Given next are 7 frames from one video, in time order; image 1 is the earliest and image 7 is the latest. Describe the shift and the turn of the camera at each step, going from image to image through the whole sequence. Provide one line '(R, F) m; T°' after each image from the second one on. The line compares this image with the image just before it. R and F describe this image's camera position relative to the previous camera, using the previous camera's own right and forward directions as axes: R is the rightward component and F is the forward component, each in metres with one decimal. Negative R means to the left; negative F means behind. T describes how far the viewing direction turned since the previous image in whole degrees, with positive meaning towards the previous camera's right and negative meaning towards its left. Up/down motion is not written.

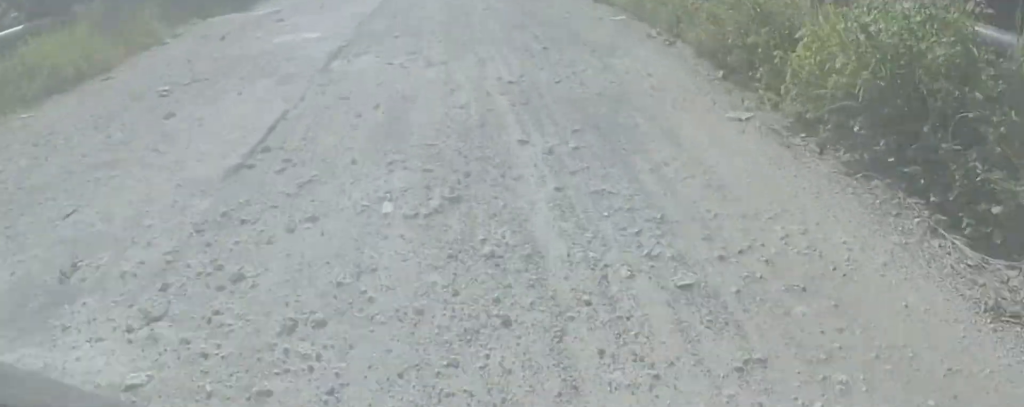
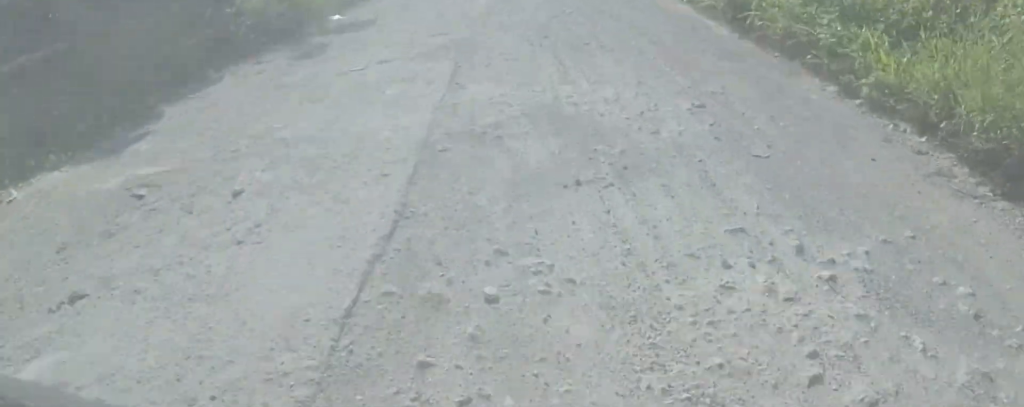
(+0.1, +5.5) m; +1°
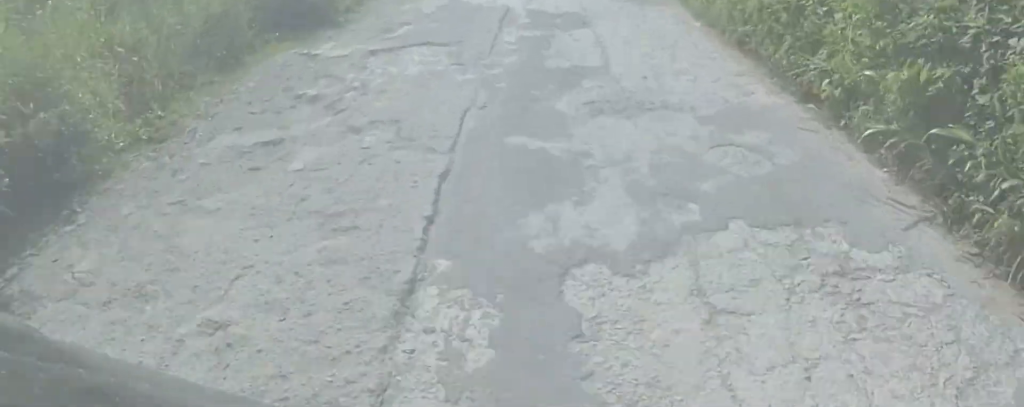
(0.0, +12.7) m; 0°
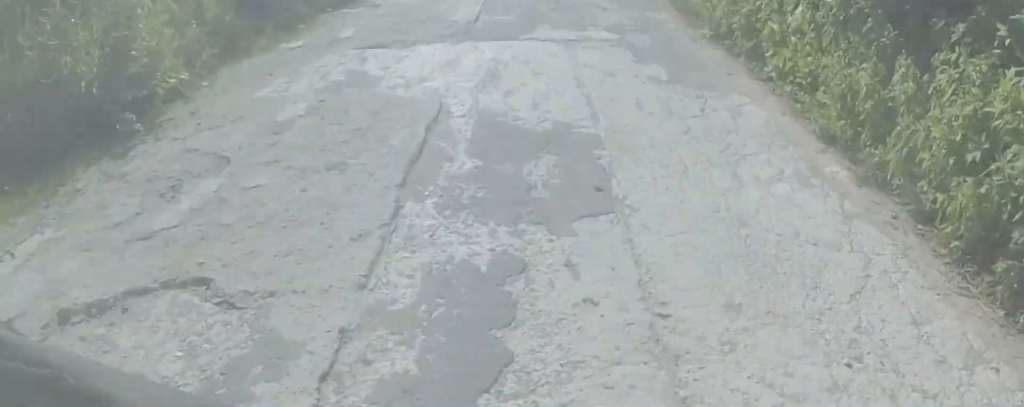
(0.0, +4.1) m; 0°
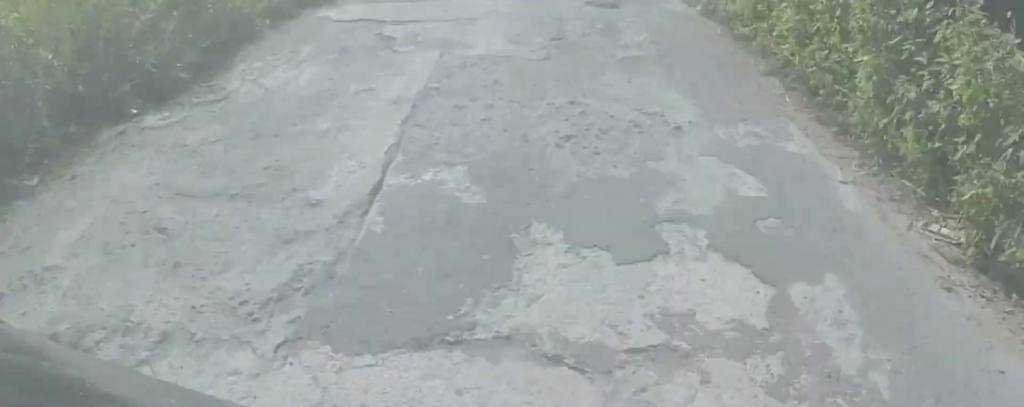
(0.0, +4.3) m; 0°
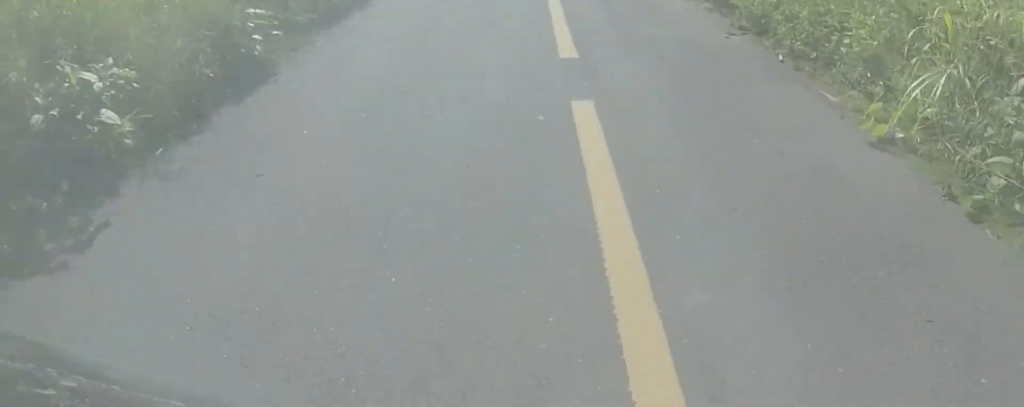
(-2.0, +26.3) m; -3°
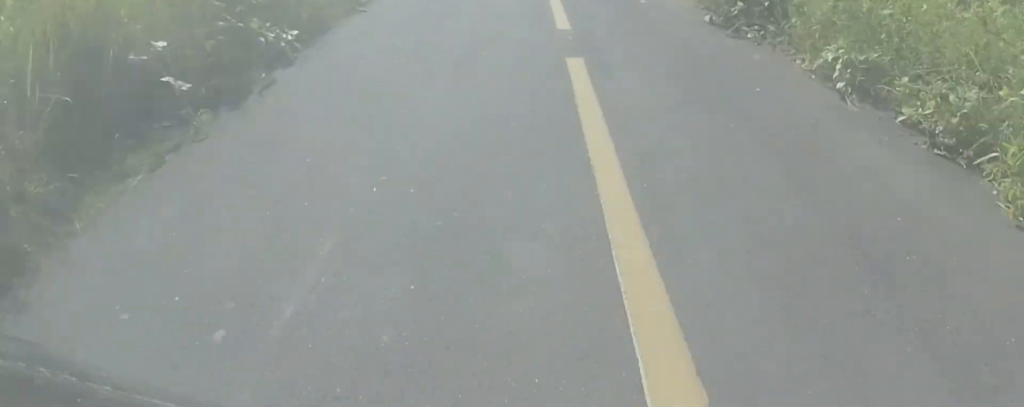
(+0.3, +7.1) m; +4°
